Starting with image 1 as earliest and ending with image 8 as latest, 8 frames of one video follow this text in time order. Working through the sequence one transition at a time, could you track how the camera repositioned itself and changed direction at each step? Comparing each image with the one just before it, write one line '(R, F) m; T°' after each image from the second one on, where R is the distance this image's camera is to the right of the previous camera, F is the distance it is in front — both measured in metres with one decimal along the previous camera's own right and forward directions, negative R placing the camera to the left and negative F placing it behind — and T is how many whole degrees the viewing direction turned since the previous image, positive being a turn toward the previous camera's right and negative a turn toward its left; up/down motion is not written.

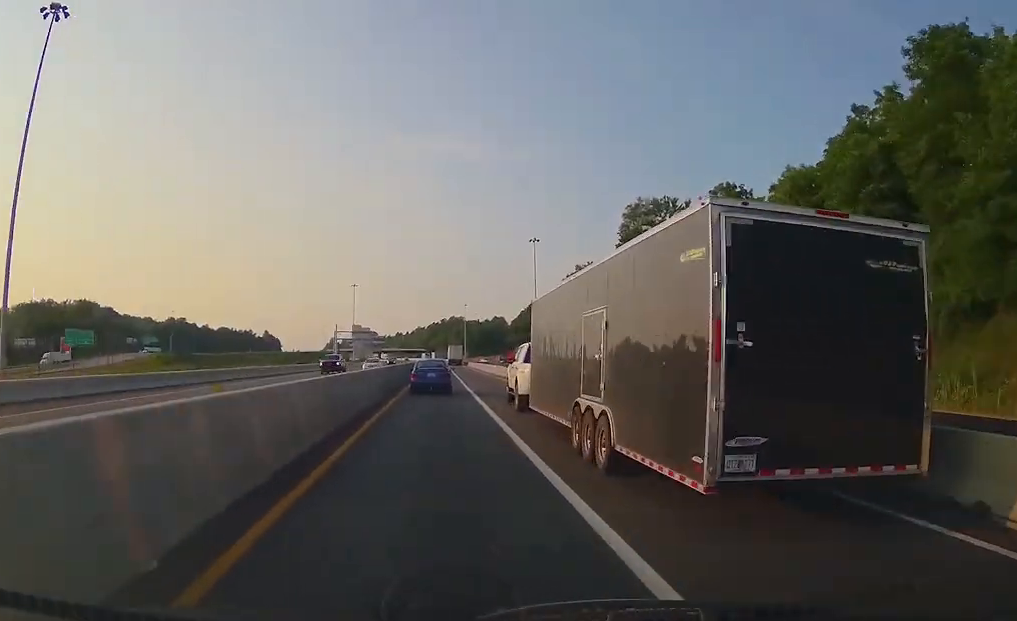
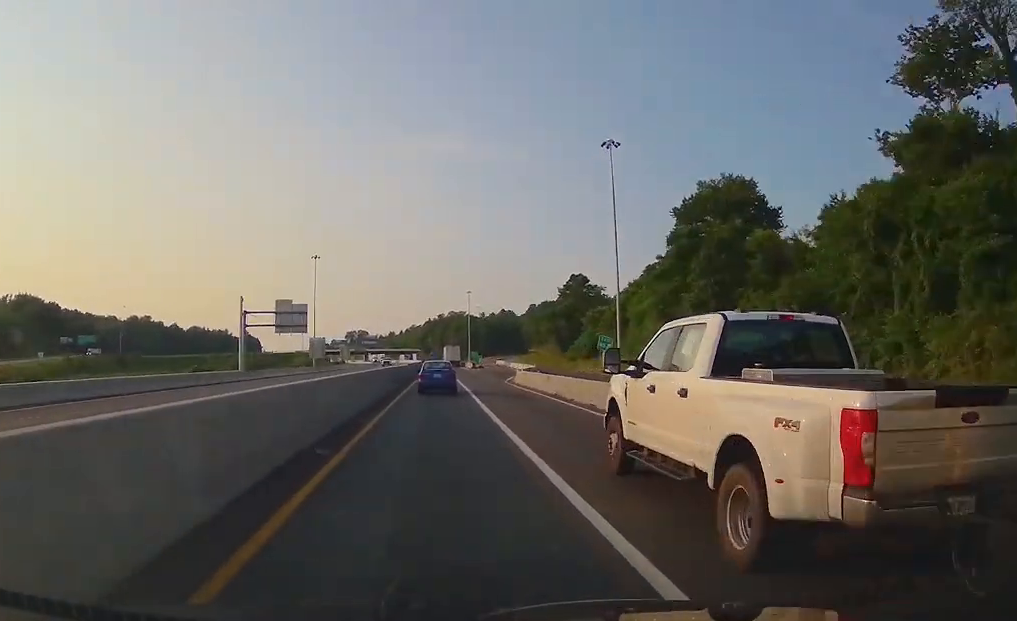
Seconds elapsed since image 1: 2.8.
(+0.4, +86.7) m; 0°
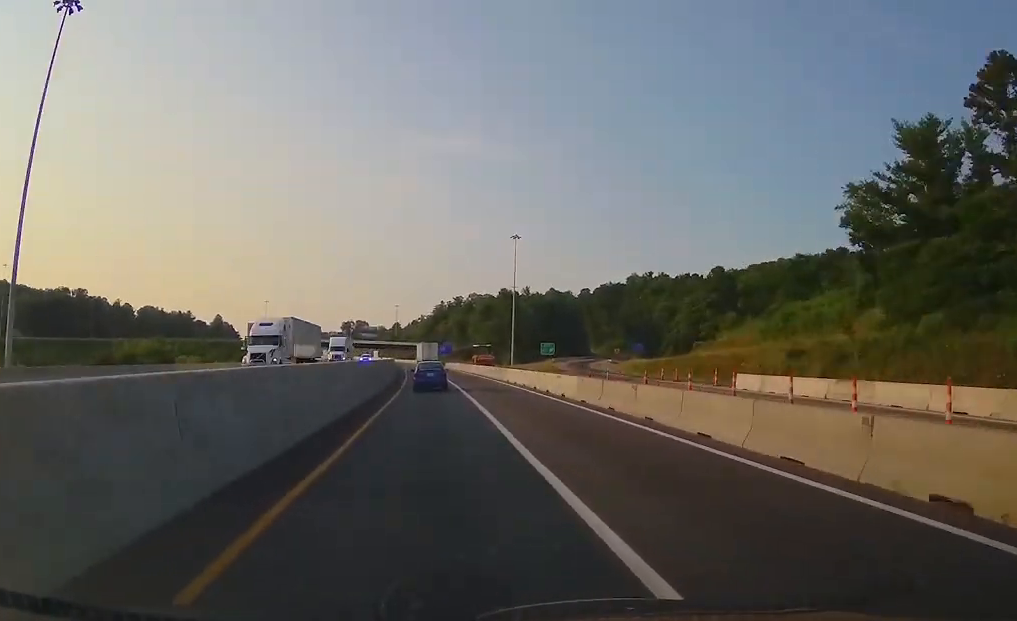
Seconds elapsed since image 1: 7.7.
(-2.7, +148.7) m; -3°
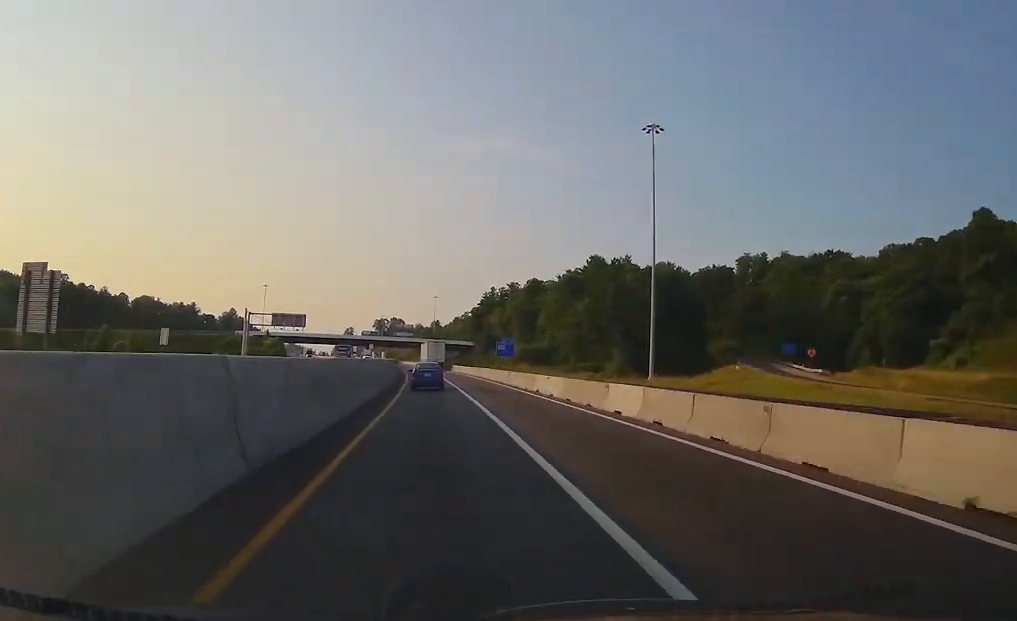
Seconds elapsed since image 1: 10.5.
(-0.9, +85.5) m; -3°
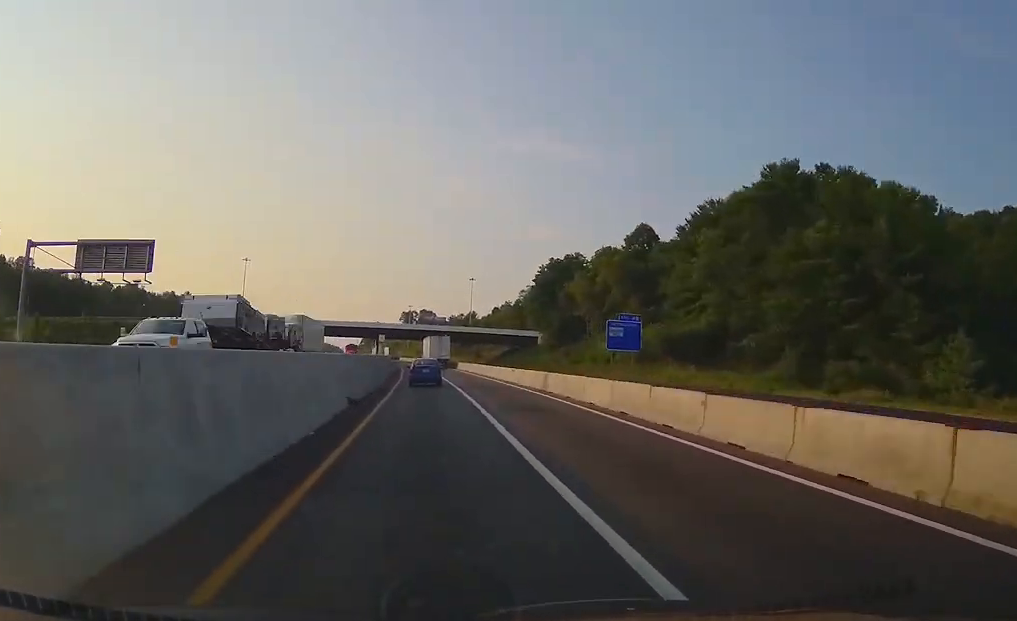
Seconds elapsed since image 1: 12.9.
(-3.0, +75.2) m; -3°
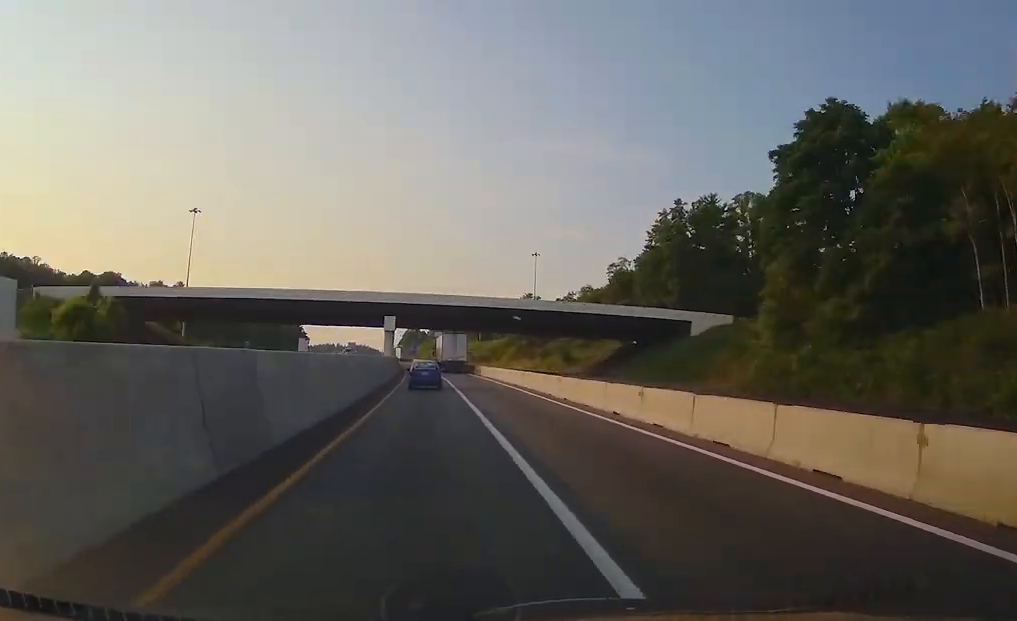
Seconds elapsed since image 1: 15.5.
(-1.7, +79.5) m; -3°
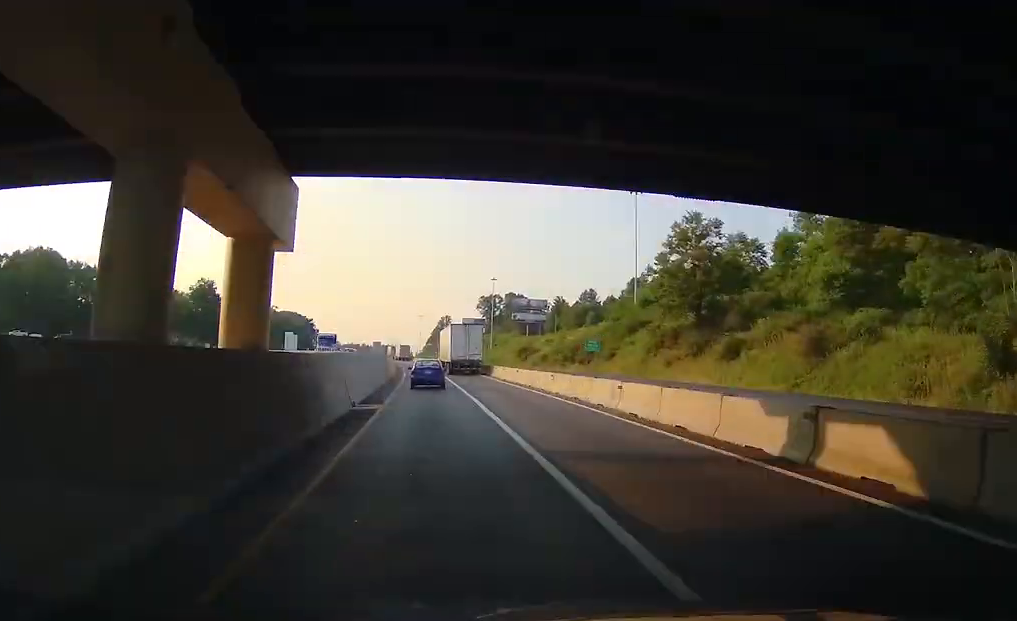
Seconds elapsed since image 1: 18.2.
(-2.4, +83.7) m; -3°
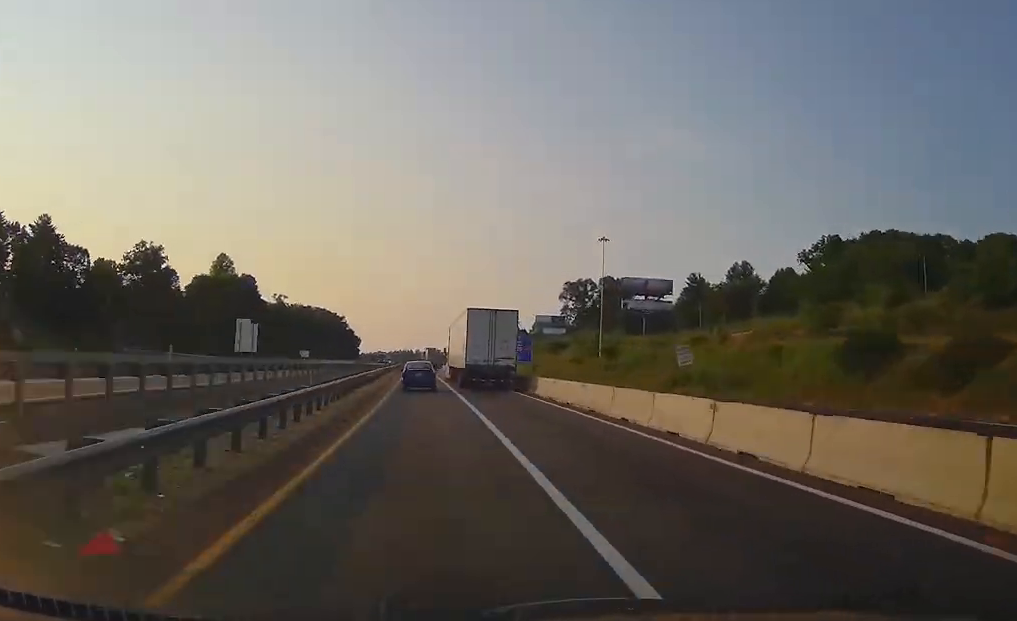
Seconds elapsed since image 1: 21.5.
(-4.3, +98.1) m; -3°
